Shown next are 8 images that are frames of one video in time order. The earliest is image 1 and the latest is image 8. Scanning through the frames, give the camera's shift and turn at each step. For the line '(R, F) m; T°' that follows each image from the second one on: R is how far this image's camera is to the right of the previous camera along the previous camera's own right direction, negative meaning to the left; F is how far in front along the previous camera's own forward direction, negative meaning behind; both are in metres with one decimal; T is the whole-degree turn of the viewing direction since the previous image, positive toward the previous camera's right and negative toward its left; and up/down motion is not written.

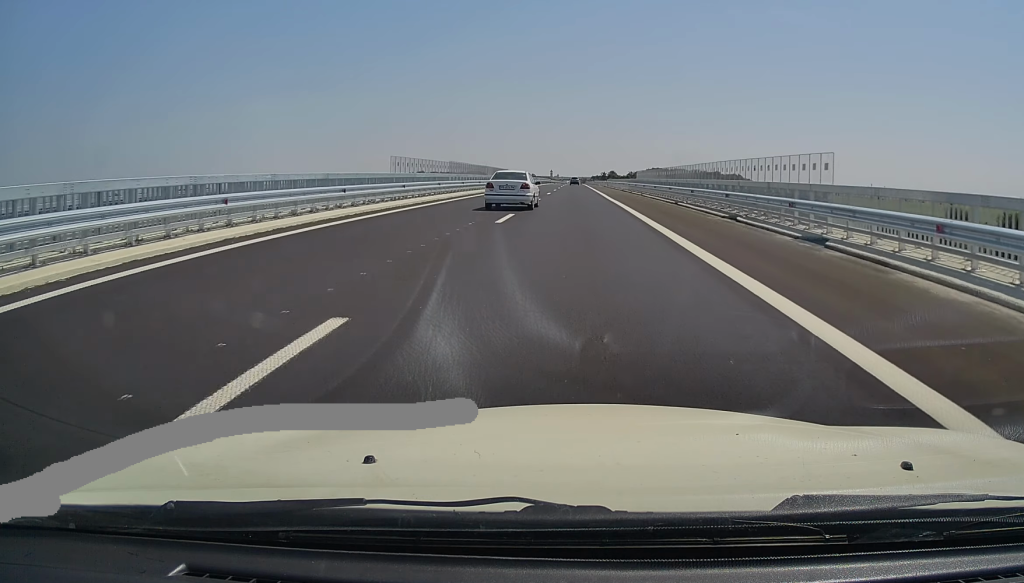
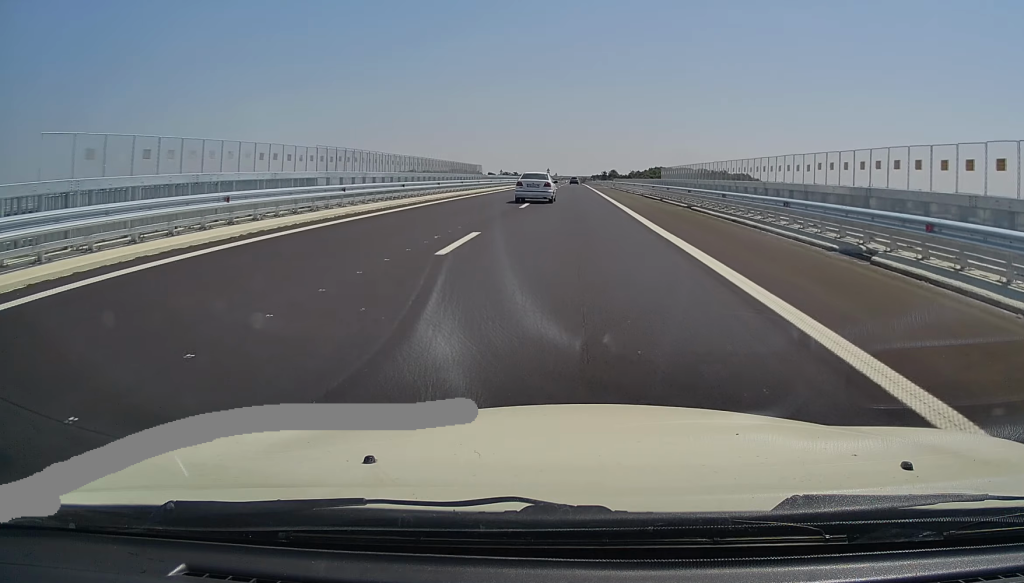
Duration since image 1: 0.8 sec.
(0.0, +23.7) m; 0°
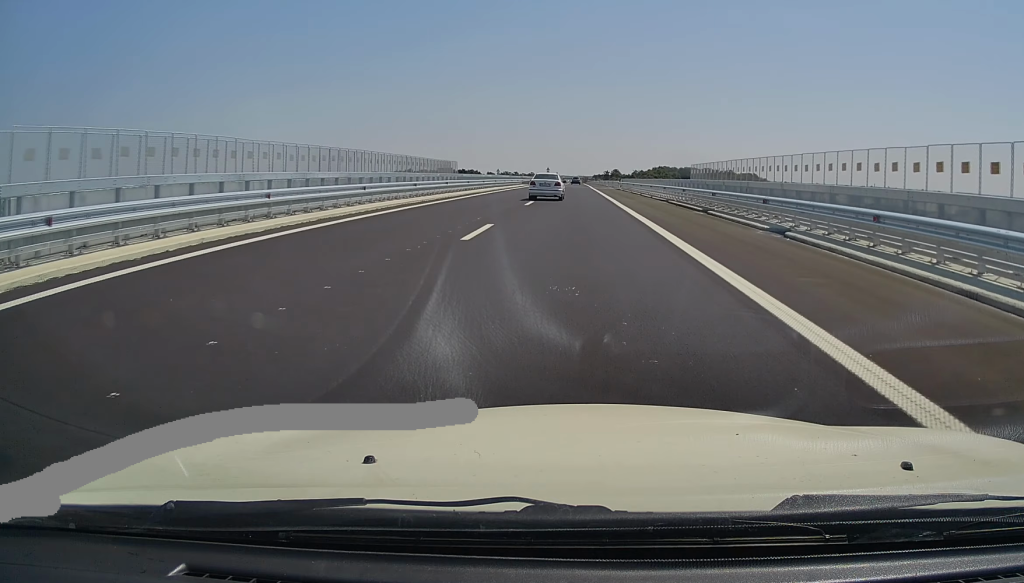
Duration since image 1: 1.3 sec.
(0.0, +13.8) m; 0°
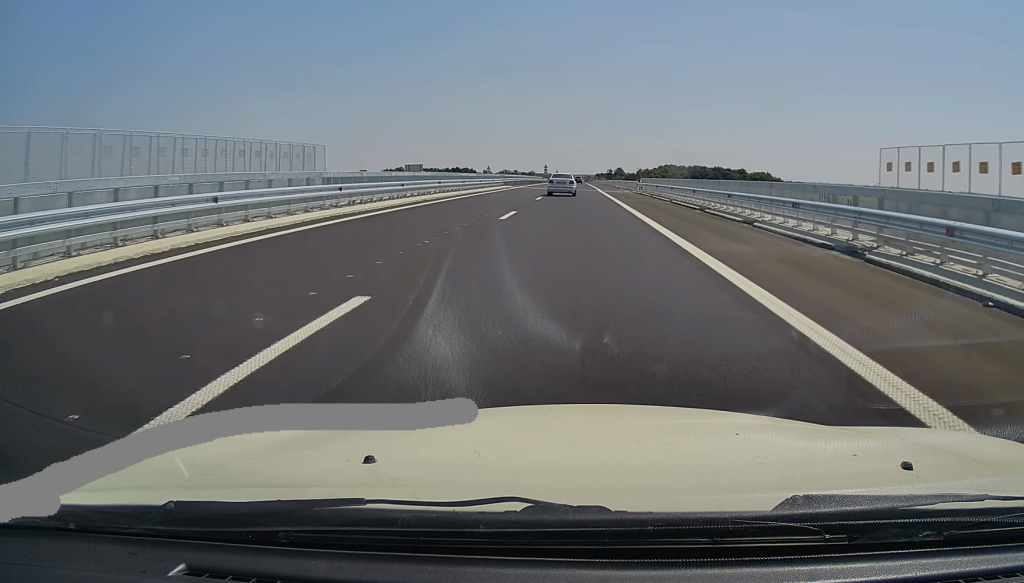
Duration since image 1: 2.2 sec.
(-0.2, +26.6) m; 0°
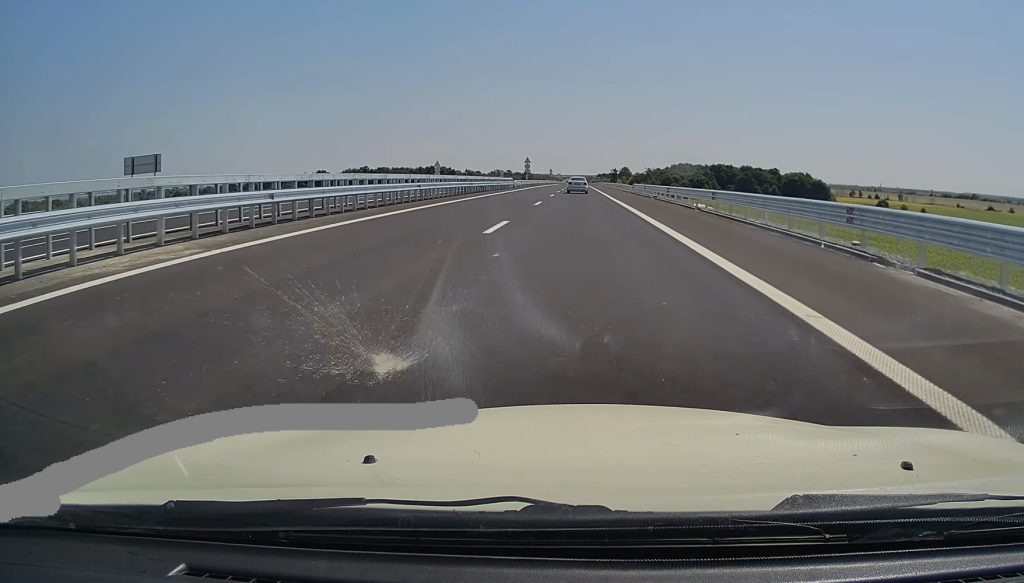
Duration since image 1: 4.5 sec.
(+0.7, +69.3) m; 0°
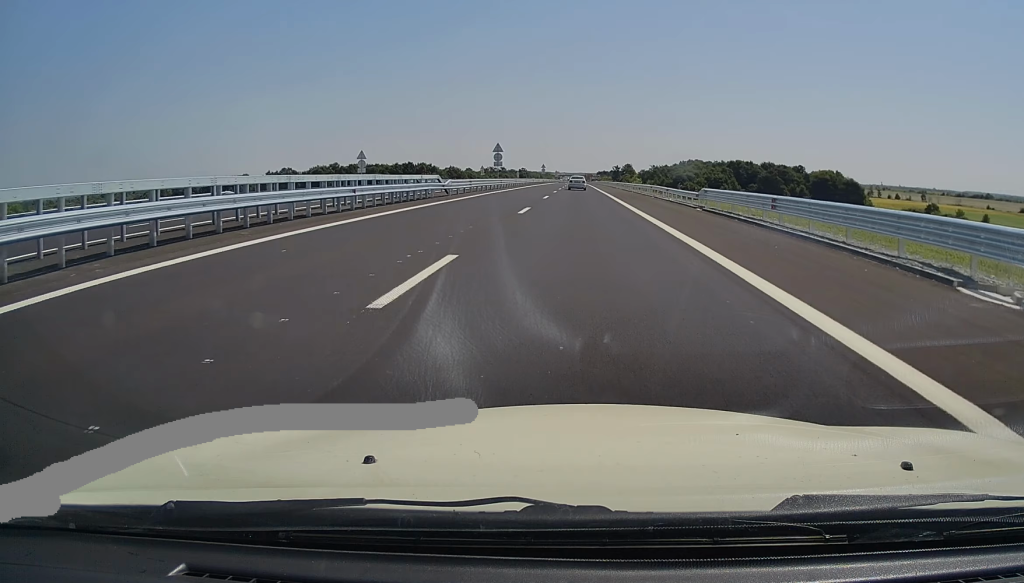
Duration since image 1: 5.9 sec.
(-0.3, +41.6) m; 0°
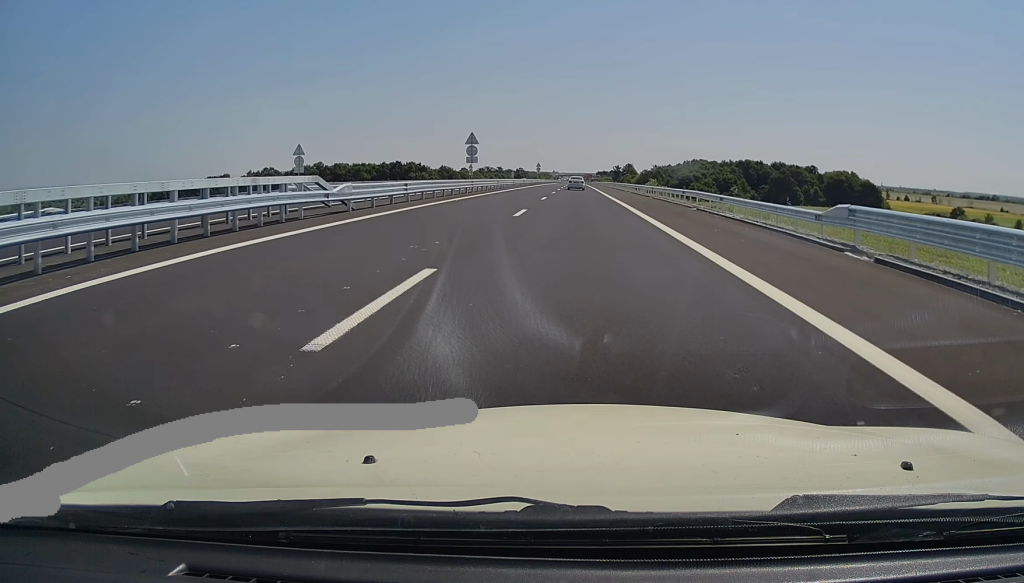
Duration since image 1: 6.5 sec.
(+0.2, +17.9) m; +1°
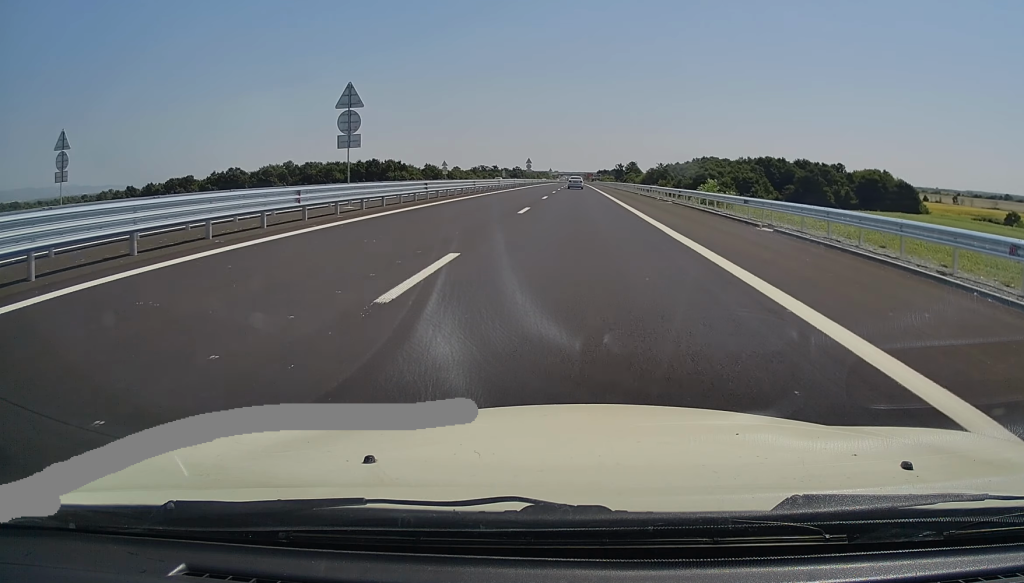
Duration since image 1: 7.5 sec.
(+0.2, +30.8) m; 0°
